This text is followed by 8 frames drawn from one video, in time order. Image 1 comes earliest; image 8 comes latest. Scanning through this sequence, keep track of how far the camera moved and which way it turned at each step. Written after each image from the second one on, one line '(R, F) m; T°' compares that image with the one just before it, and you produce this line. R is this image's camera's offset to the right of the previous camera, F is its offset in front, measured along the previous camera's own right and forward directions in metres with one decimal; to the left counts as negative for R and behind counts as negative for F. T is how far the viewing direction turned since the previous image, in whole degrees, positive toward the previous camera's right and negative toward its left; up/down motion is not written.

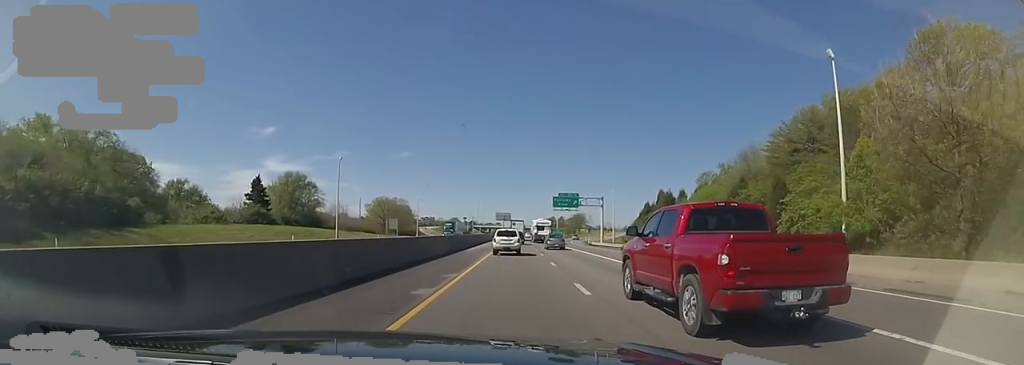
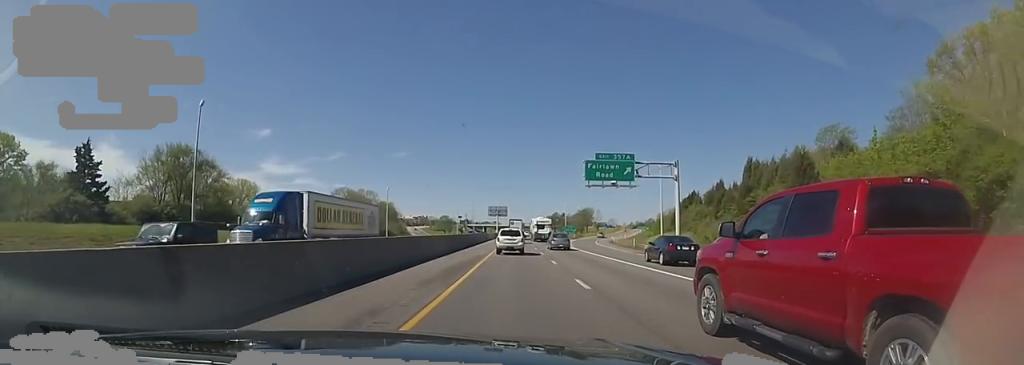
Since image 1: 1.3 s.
(0.0, +38.2) m; +2°
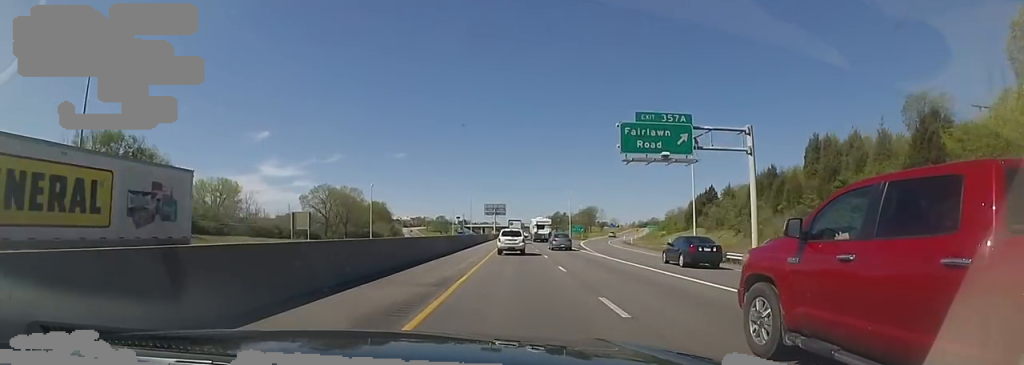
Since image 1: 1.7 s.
(+0.4, +14.0) m; 0°
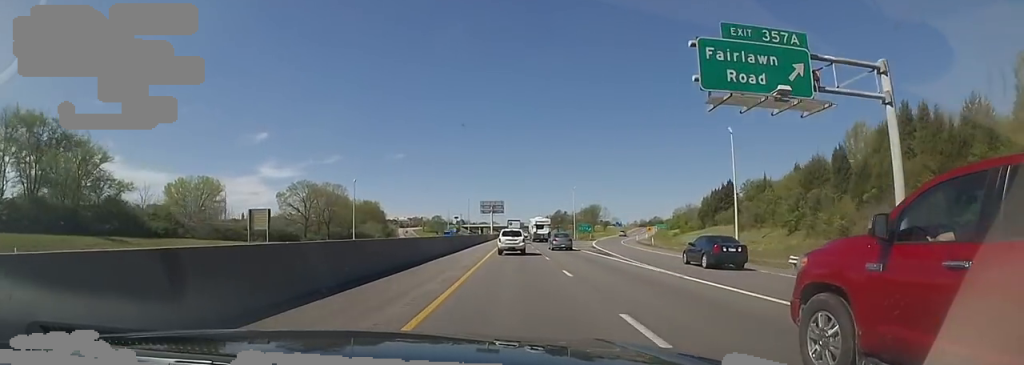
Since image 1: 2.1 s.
(+0.4, +12.0) m; 0°
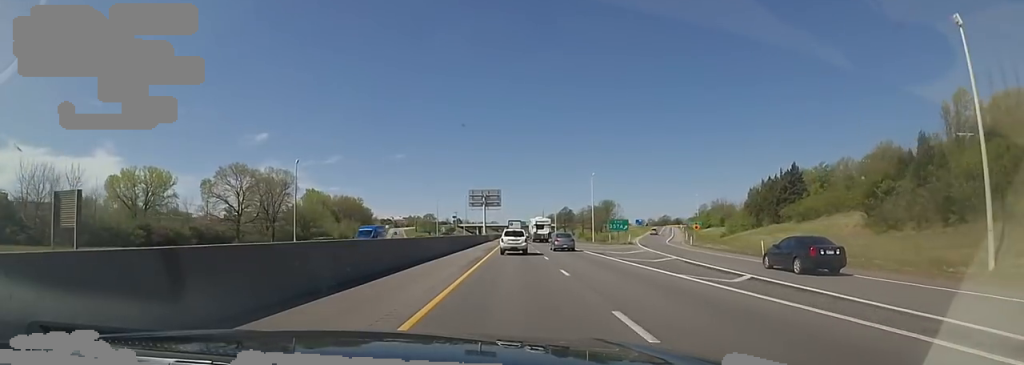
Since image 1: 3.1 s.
(-0.5, +29.2) m; 0°
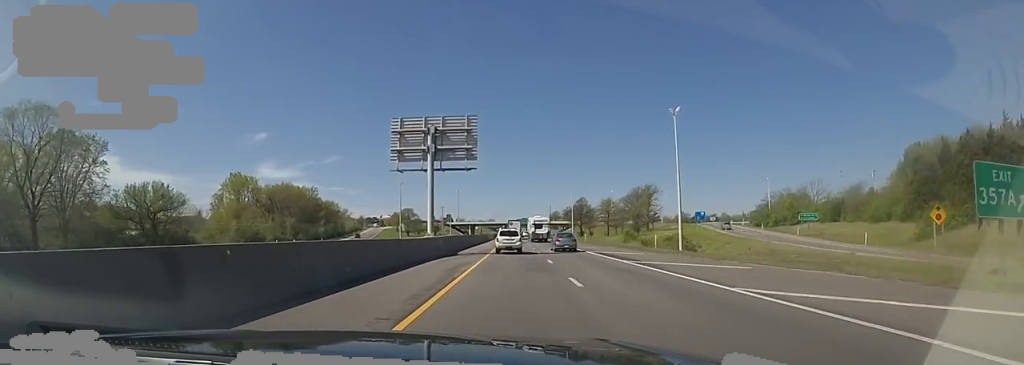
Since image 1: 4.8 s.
(+1.1, +52.6) m; +1°
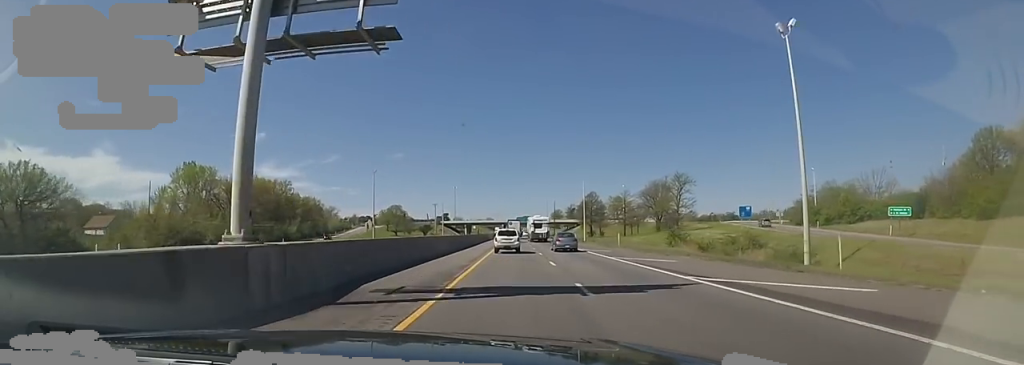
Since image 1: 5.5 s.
(+0.1, +21.2) m; -1°
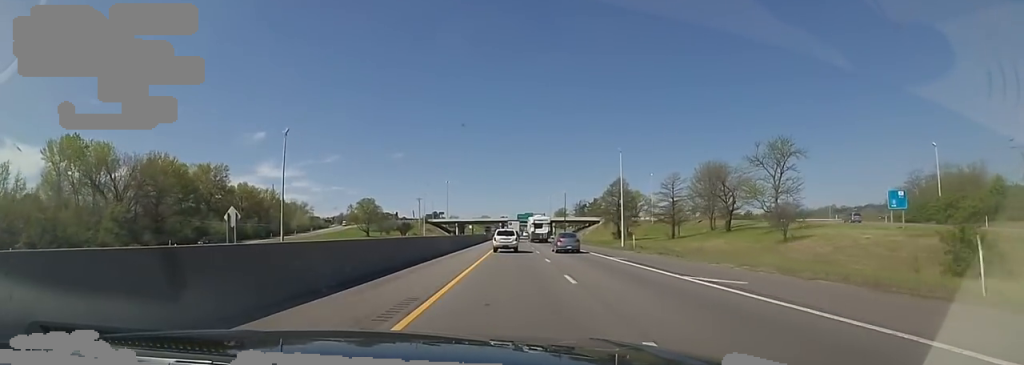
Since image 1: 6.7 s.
(-0.7, +36.5) m; 0°
